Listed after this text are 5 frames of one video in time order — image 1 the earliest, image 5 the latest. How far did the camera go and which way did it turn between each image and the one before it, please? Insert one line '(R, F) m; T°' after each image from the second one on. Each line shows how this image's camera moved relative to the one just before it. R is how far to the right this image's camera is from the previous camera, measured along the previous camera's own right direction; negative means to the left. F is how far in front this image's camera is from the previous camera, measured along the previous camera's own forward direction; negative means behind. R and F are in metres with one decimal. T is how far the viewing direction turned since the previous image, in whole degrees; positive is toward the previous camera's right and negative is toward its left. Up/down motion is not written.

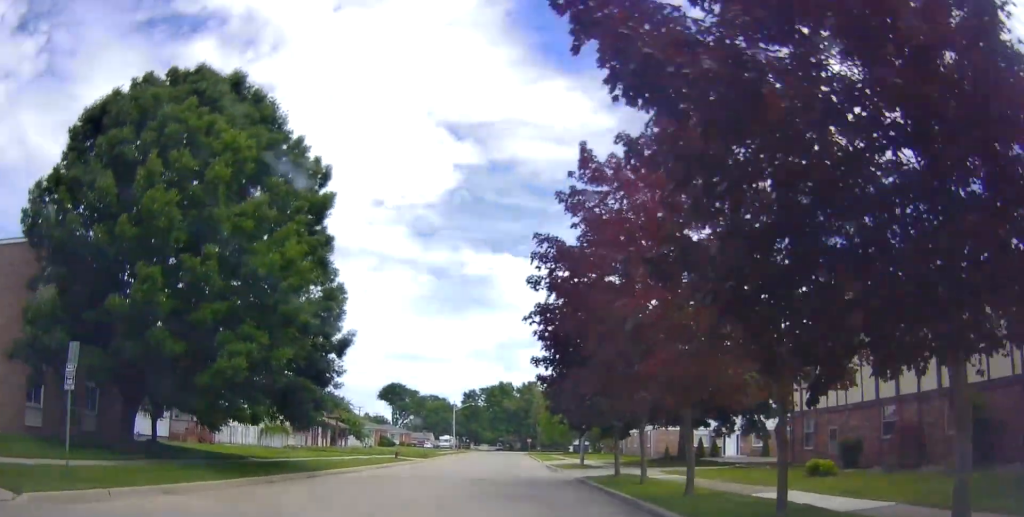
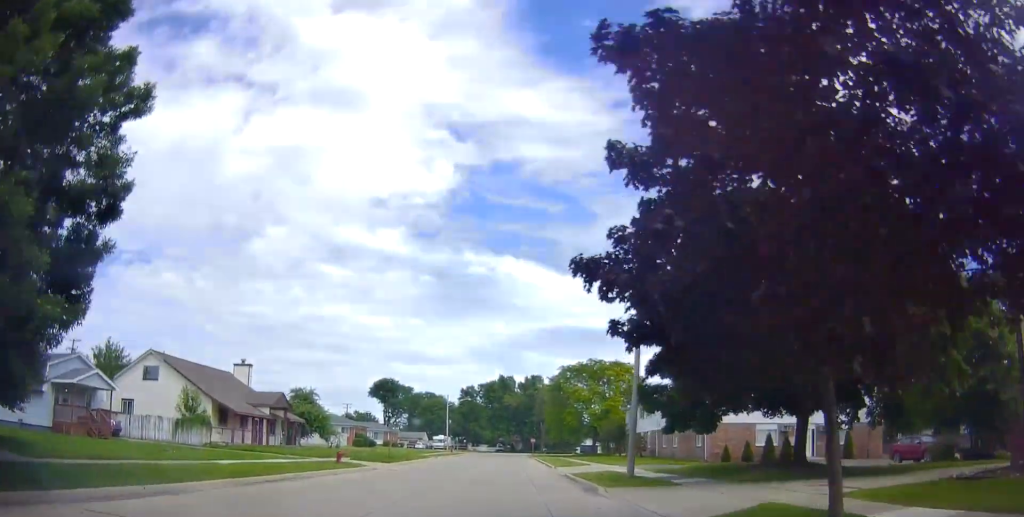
(-0.1, +13.4) m; +3°
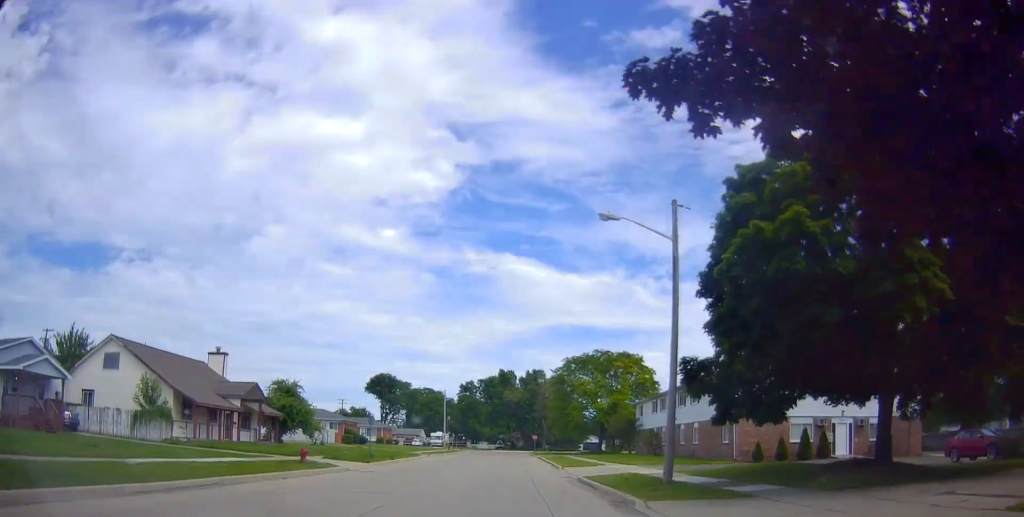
(0.0, +4.7) m; 0°
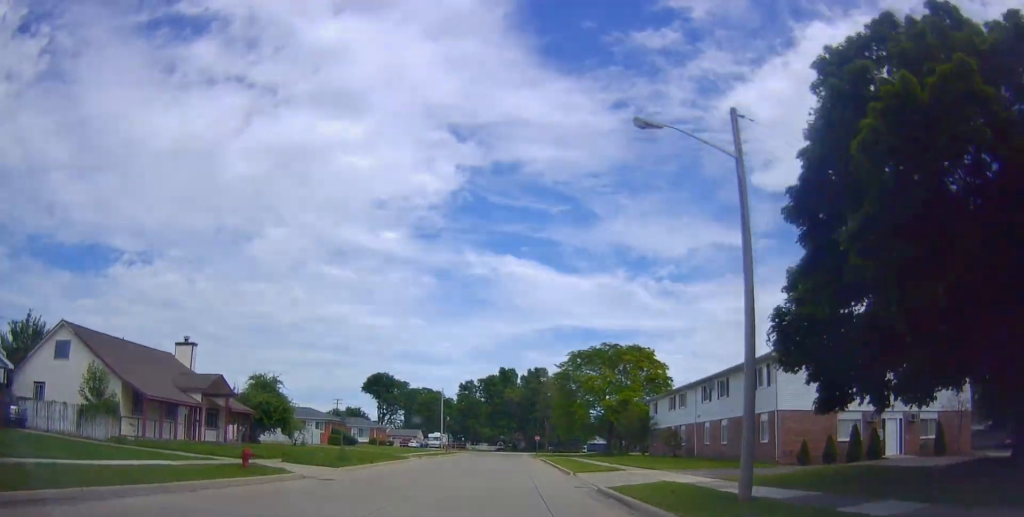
(0.0, +5.1) m; 0°
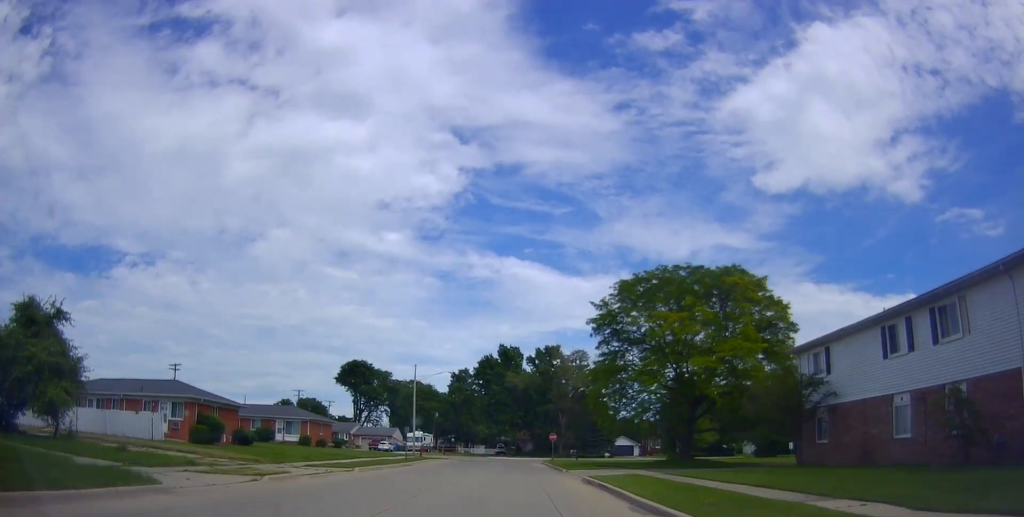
(+0.9, +28.9) m; +11°
